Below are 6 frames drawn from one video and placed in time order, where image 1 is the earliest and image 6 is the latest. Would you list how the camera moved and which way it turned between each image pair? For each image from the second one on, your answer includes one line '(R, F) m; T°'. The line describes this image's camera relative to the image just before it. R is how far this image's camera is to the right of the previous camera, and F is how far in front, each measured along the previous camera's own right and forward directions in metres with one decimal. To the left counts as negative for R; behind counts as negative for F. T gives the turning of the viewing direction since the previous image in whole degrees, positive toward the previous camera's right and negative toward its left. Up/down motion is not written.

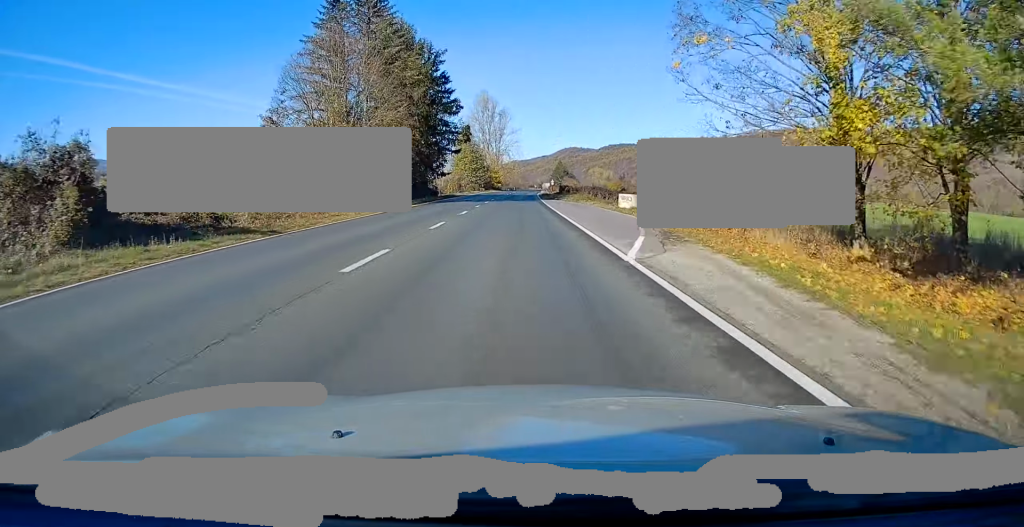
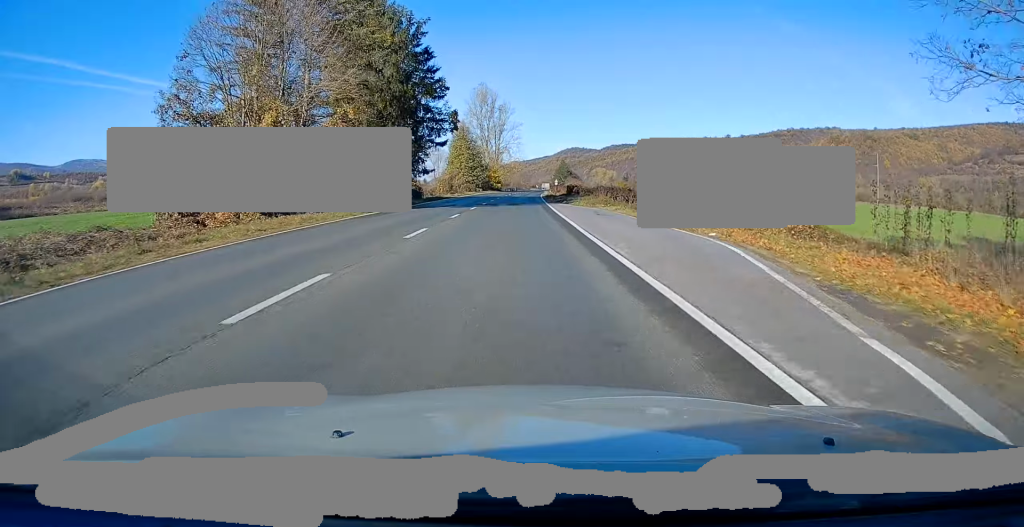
(+0.1, +12.1) m; 0°
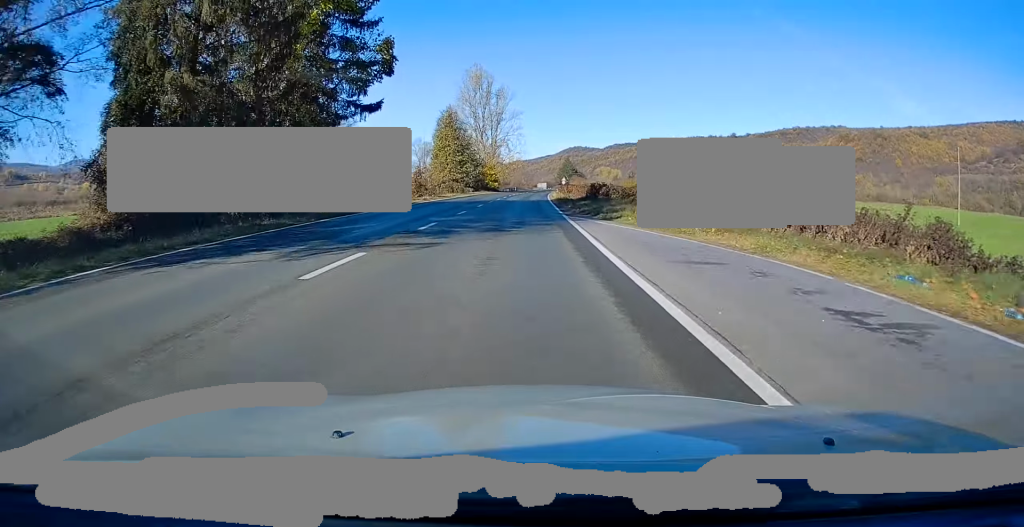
(0.0, +24.2) m; -1°
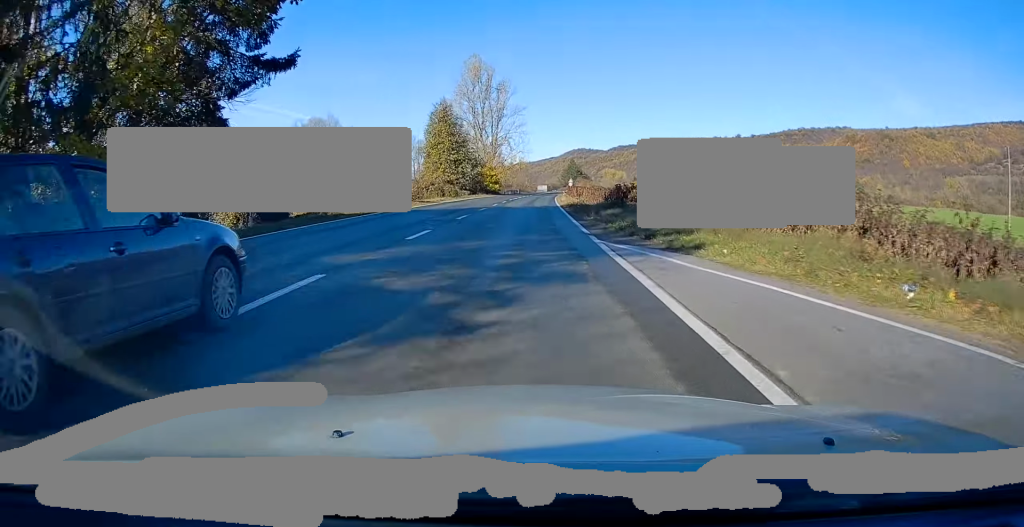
(-0.1, +11.3) m; 0°
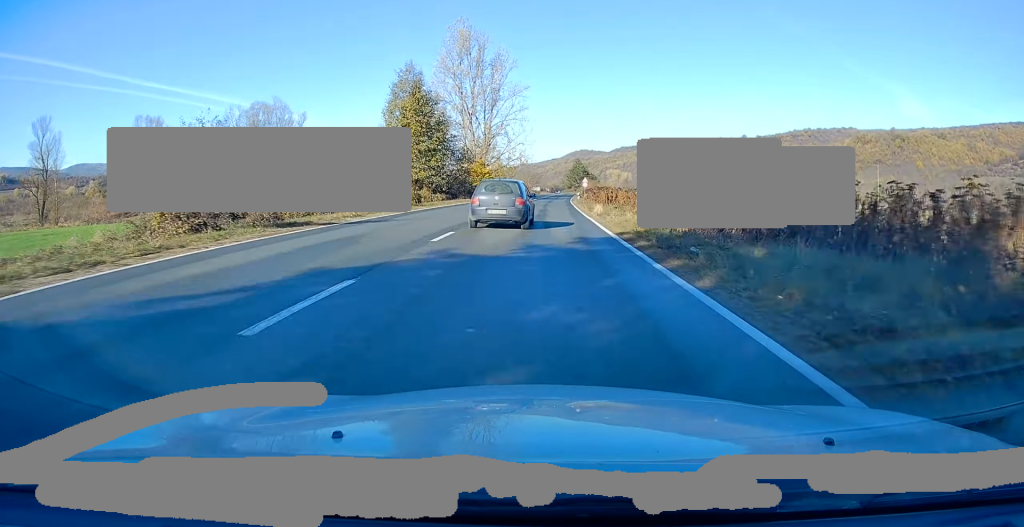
(0.0, +27.4) m; 0°
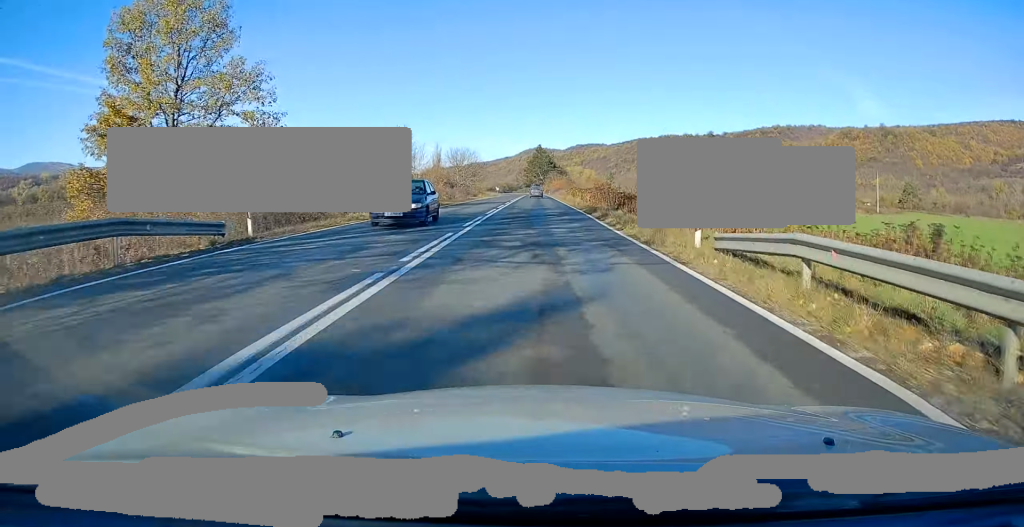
(+3.4, +96.0) m; +4°
